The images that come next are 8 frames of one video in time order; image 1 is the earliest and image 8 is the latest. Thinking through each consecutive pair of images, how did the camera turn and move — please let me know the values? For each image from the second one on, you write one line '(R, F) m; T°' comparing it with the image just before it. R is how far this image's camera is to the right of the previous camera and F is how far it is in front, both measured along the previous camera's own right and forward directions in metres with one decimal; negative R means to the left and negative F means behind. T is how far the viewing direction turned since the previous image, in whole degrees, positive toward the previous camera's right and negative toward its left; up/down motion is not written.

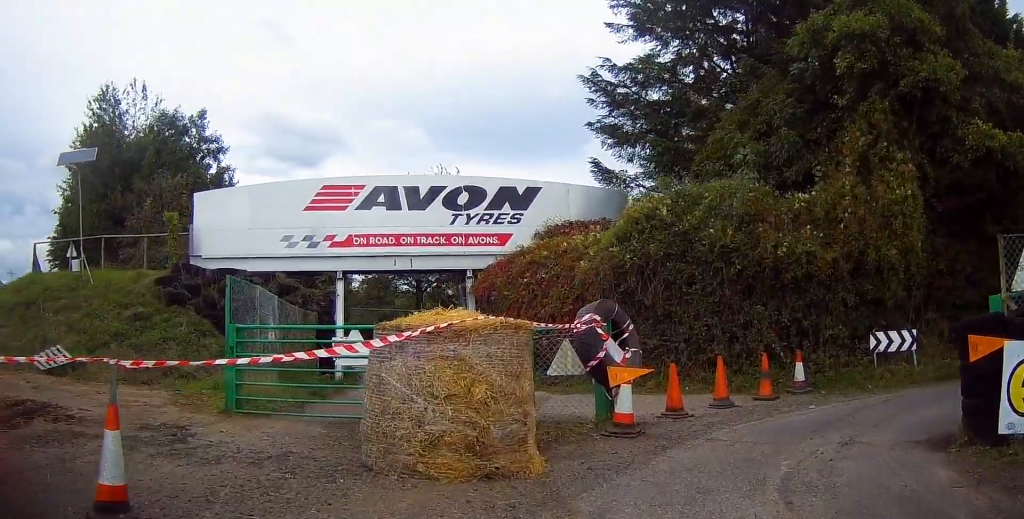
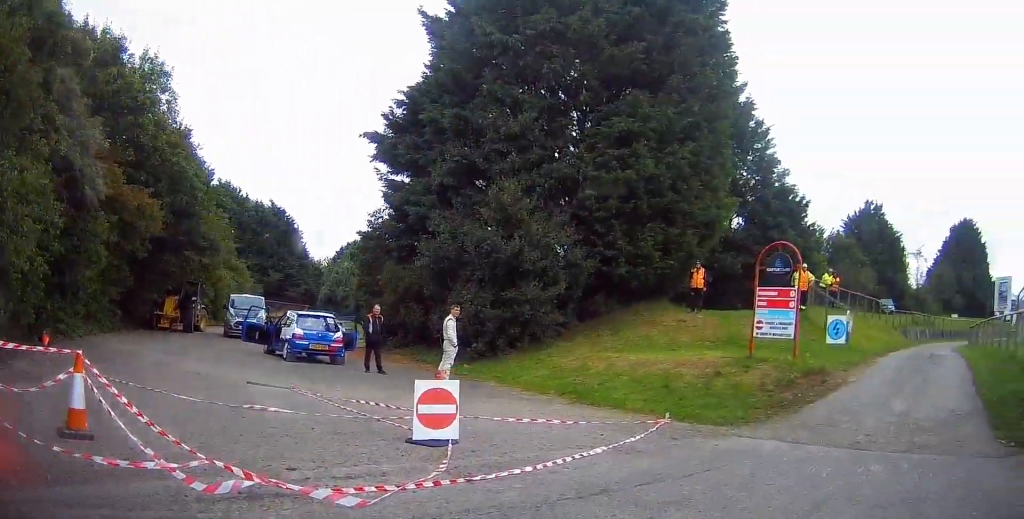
(+7.2, +8.5) m; +100°
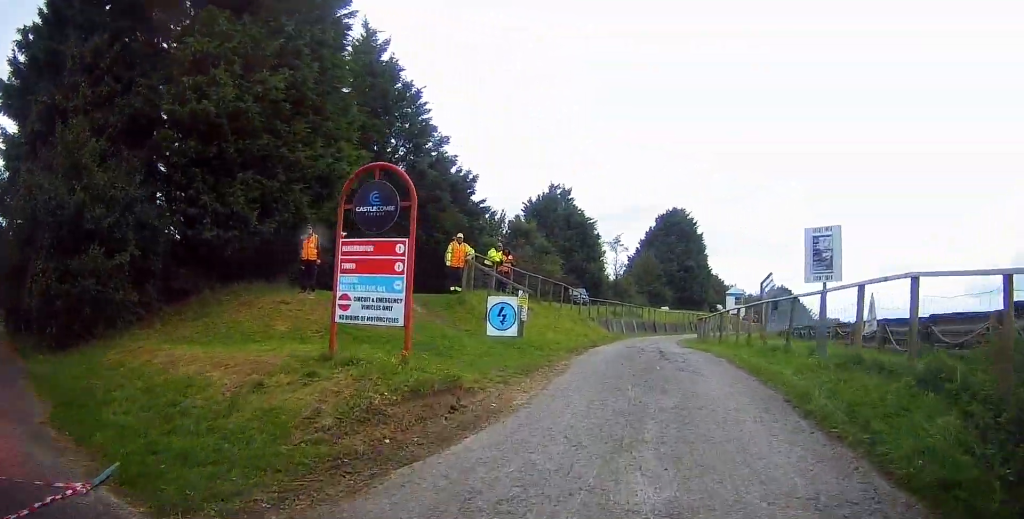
(+1.1, +4.8) m; +24°
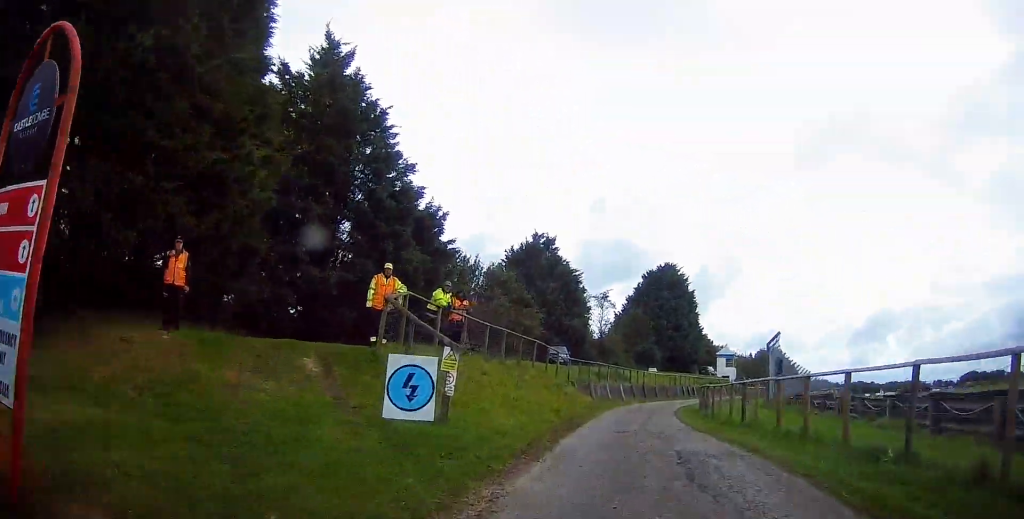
(+1.0, +4.8) m; +7°
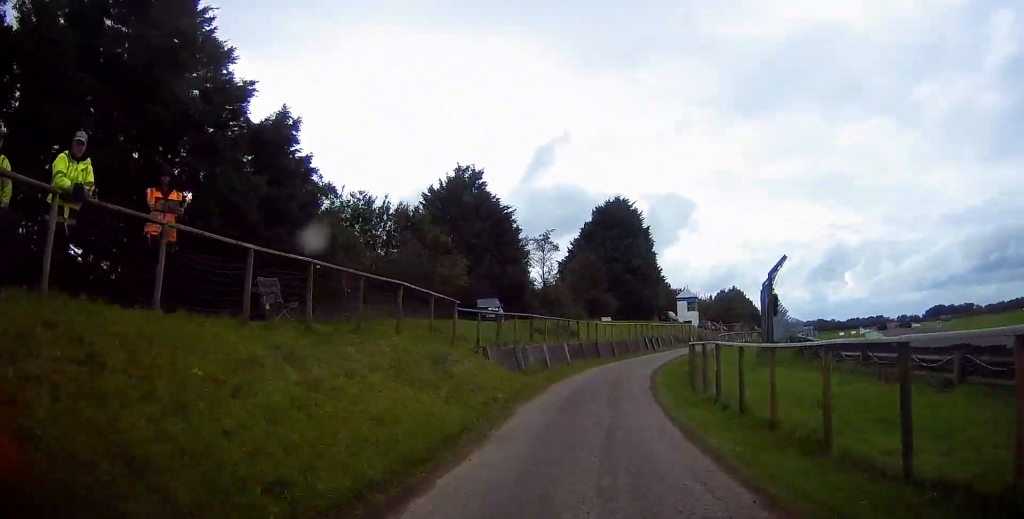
(+0.6, +9.9) m; +4°
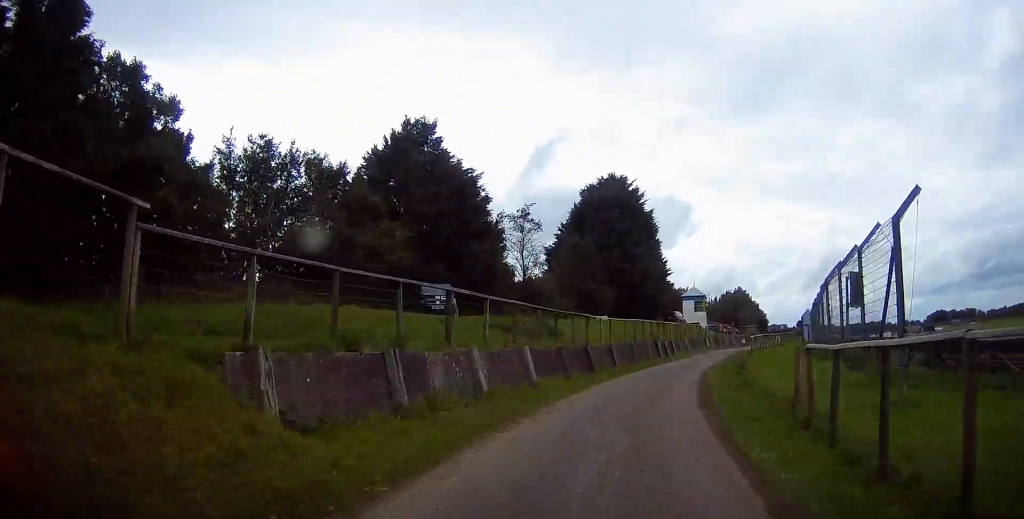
(+0.1, +11.8) m; +3°
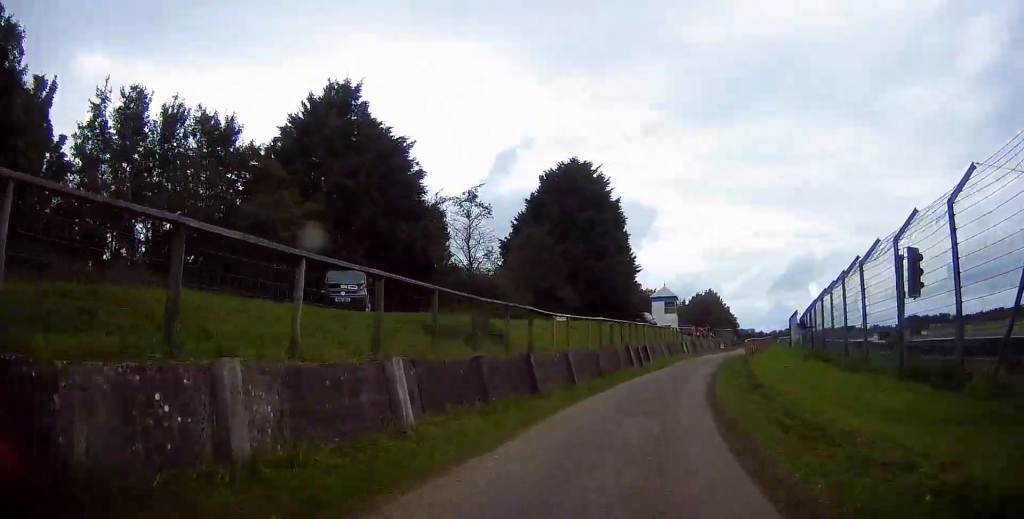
(-0.2, +6.5) m; +2°
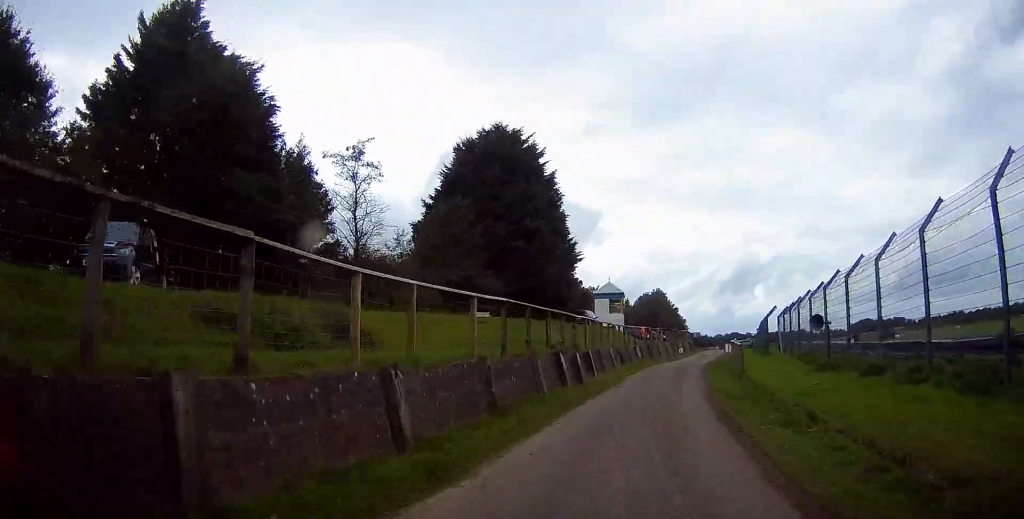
(+0.6, +9.9) m; +4°
